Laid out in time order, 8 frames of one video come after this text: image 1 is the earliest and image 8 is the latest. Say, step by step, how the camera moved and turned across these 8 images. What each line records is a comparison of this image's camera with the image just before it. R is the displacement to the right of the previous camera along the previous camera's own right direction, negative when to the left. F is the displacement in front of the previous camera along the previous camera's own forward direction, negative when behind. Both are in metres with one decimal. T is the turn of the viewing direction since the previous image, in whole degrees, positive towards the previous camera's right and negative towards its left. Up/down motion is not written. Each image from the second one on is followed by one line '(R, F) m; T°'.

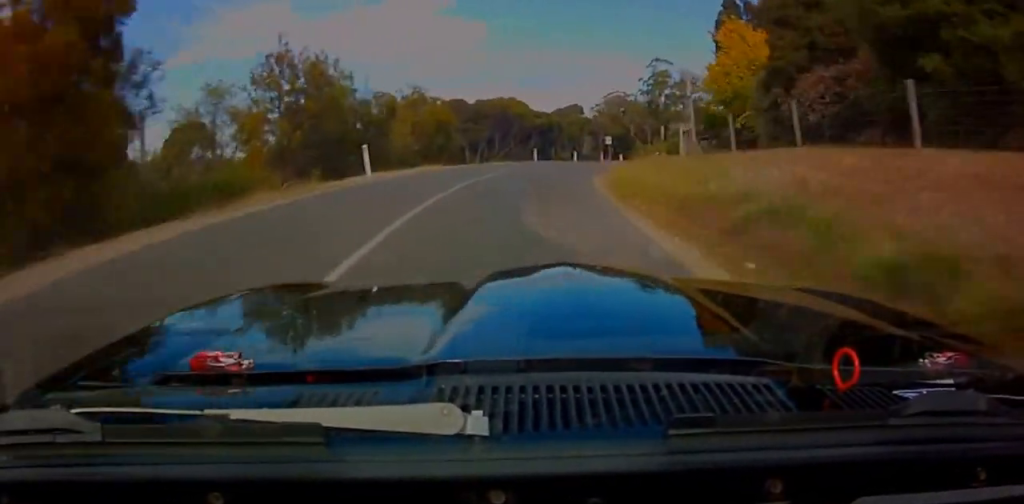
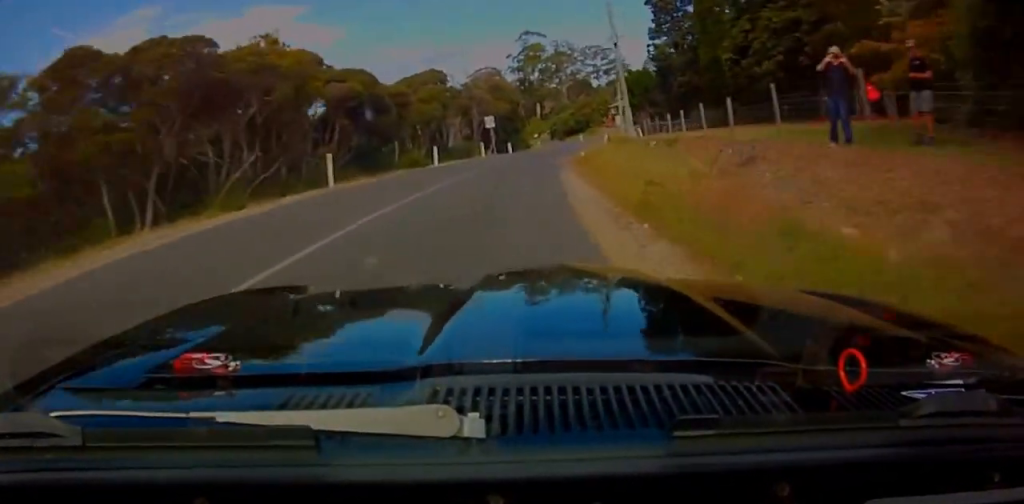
(+2.4, +29.6) m; +4°
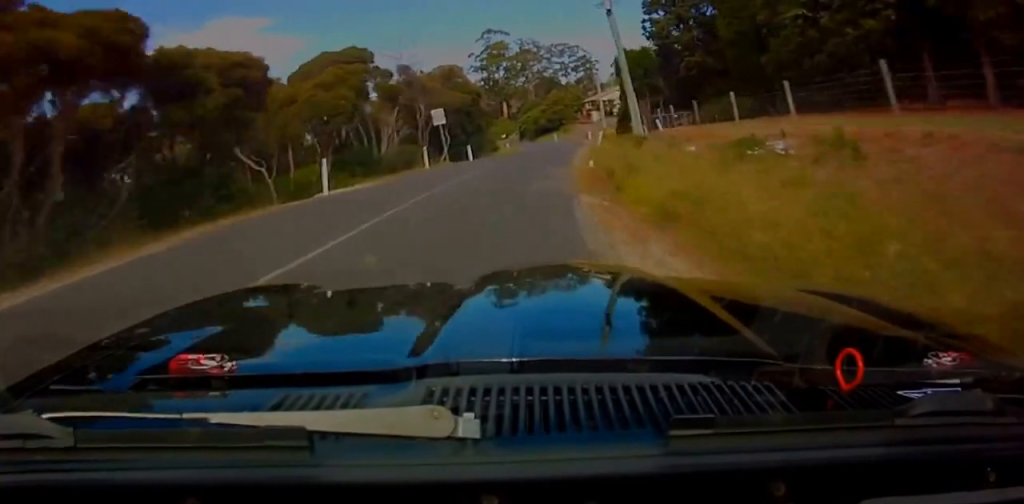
(+0.1, +14.9) m; +1°
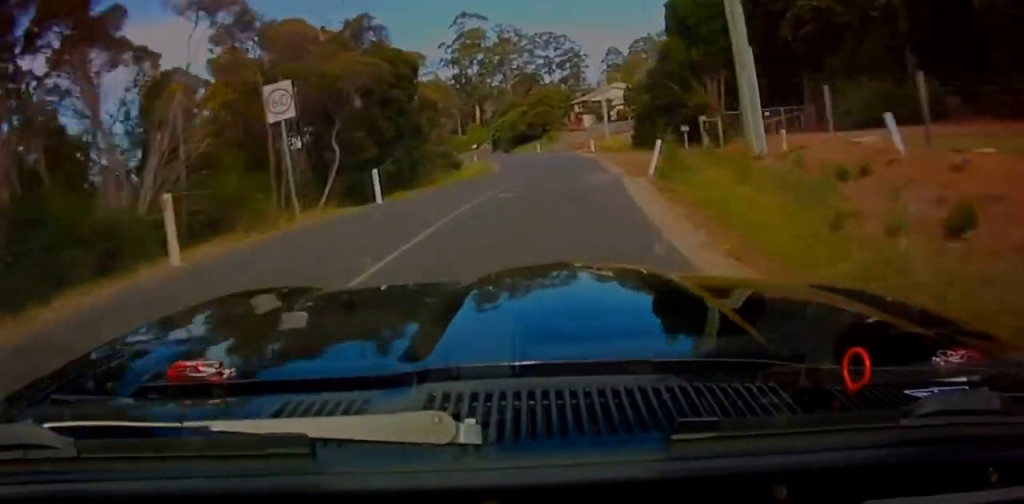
(0.0, +19.9) m; 0°
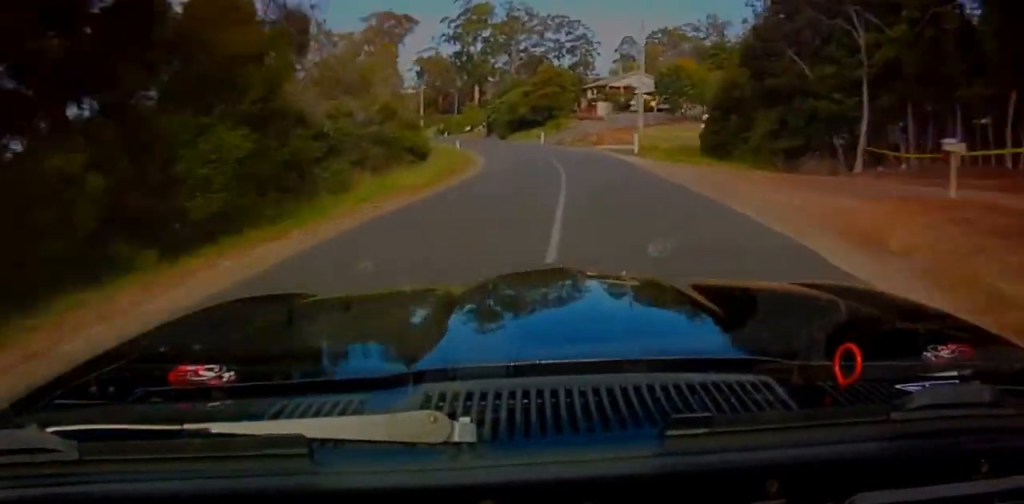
(0.0, +20.1) m; 0°
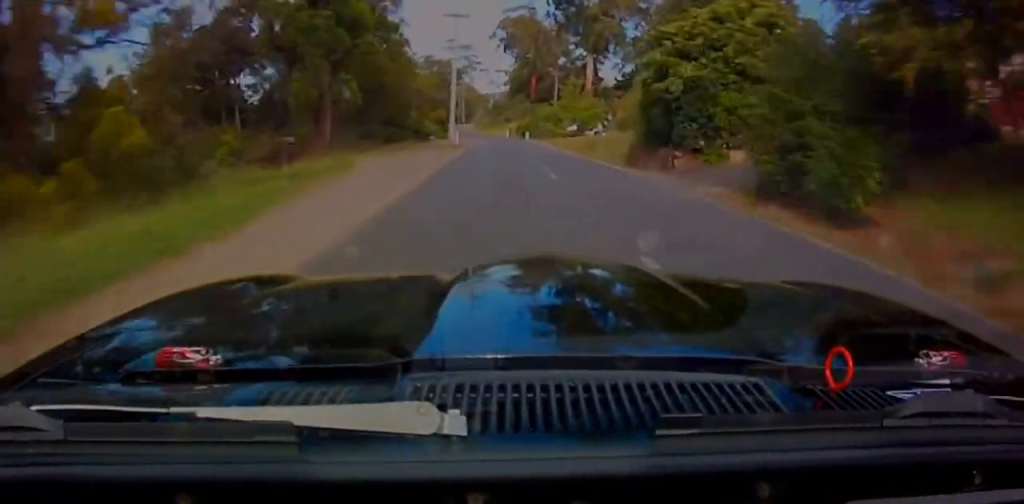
(0.0, +72.3) m; 0°
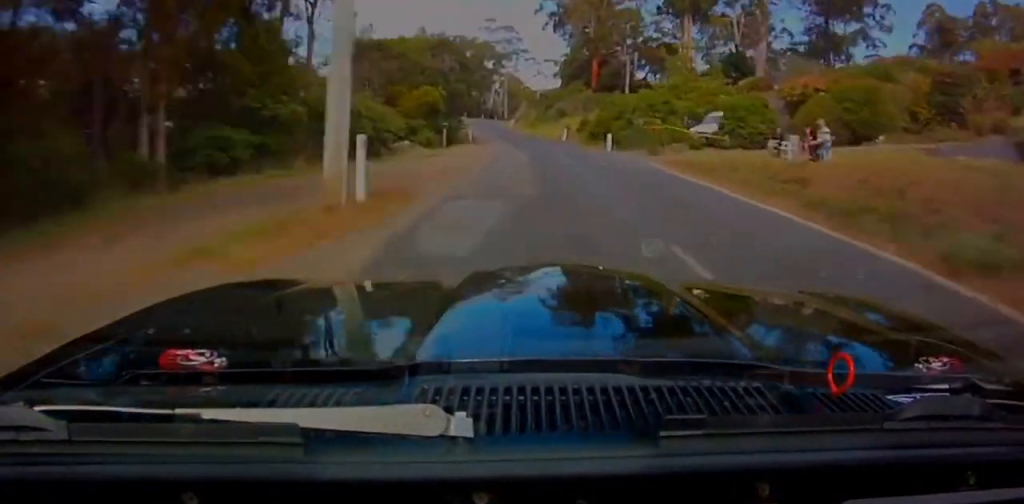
(0.0, +35.8) m; 0°
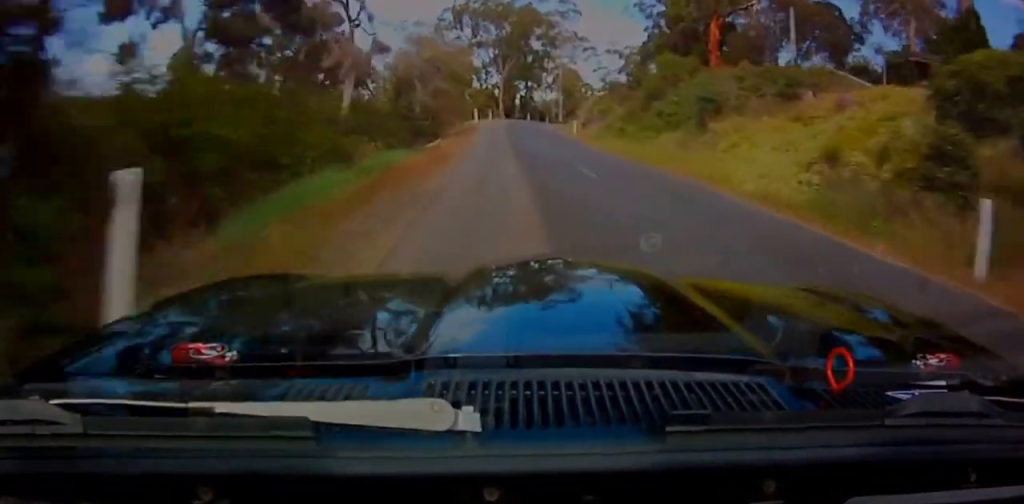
(-0.7, +45.2) m; -4°
